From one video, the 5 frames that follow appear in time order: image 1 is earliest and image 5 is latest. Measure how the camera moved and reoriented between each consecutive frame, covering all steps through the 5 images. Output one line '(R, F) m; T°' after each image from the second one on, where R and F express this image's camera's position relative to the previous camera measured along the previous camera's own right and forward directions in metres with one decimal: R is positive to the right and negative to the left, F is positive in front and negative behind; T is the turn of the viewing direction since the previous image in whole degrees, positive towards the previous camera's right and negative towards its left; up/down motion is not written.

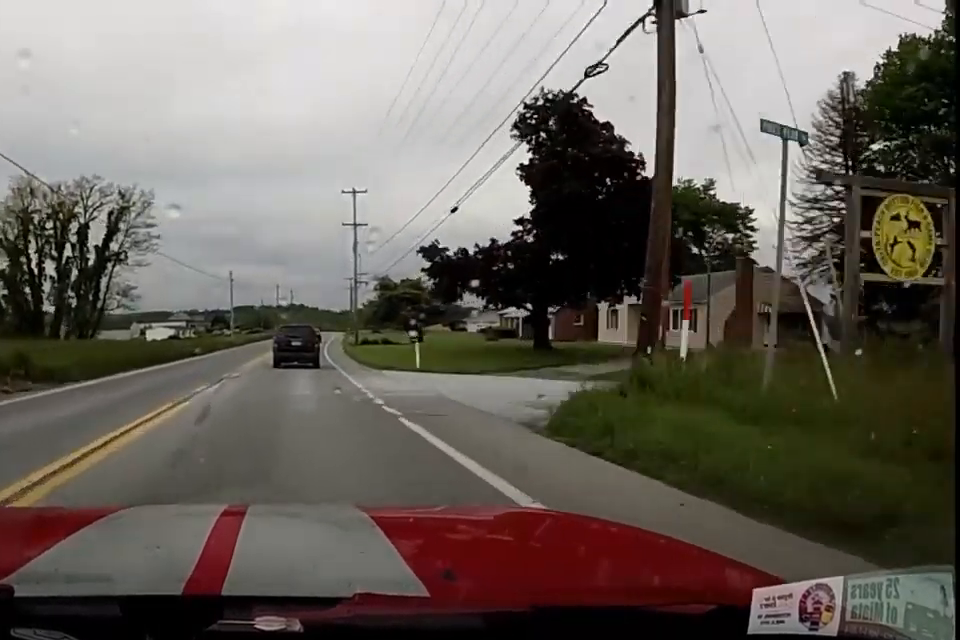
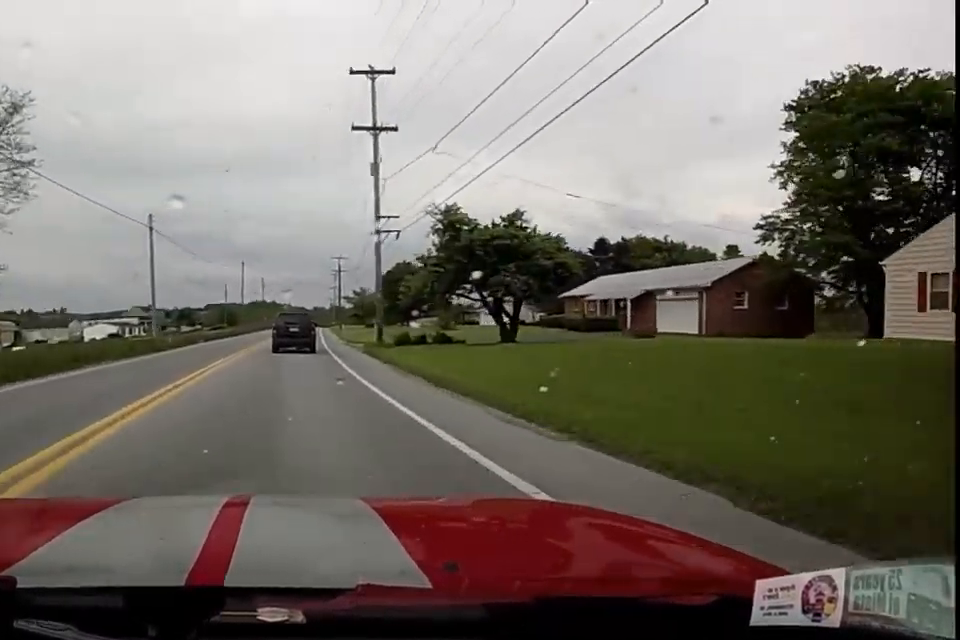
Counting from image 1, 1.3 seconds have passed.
(+1.0, +27.0) m; +1°
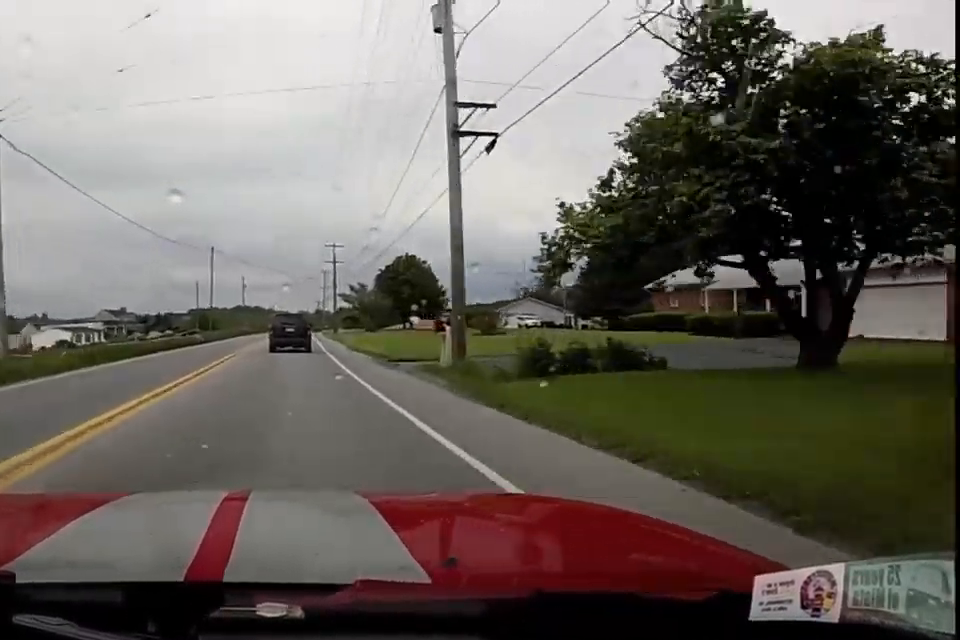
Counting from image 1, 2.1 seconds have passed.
(-0.4, +16.9) m; -1°
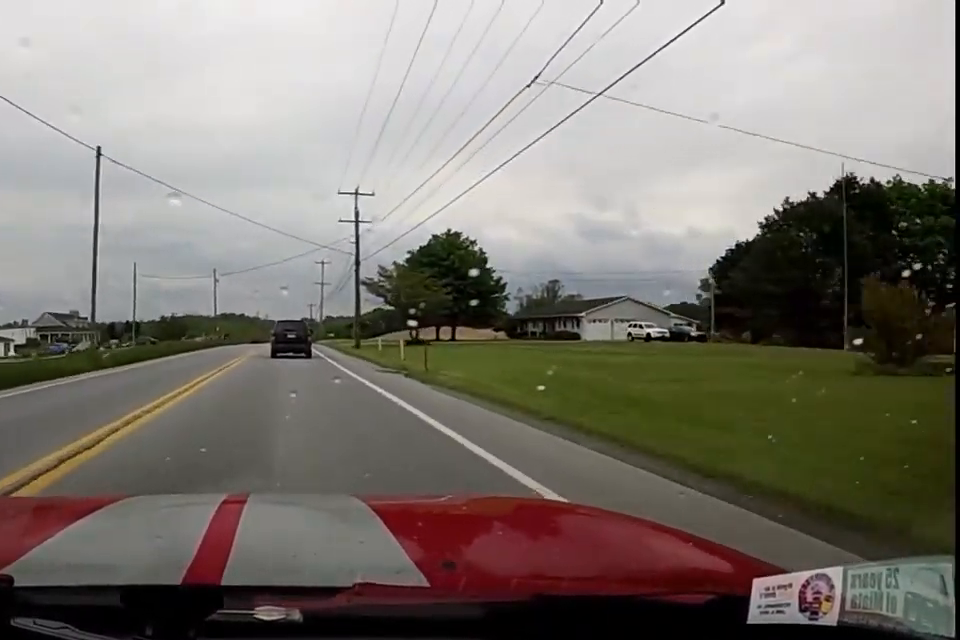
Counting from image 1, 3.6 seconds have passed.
(+0.2, +32.1) m; +2°
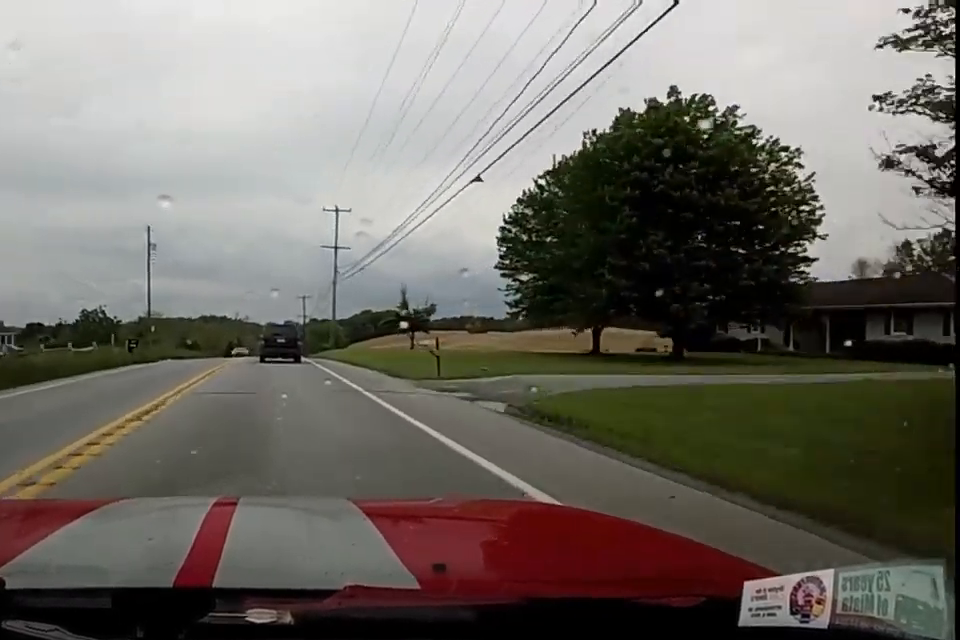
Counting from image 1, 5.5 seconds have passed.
(+1.5, +42.3) m; +3°
